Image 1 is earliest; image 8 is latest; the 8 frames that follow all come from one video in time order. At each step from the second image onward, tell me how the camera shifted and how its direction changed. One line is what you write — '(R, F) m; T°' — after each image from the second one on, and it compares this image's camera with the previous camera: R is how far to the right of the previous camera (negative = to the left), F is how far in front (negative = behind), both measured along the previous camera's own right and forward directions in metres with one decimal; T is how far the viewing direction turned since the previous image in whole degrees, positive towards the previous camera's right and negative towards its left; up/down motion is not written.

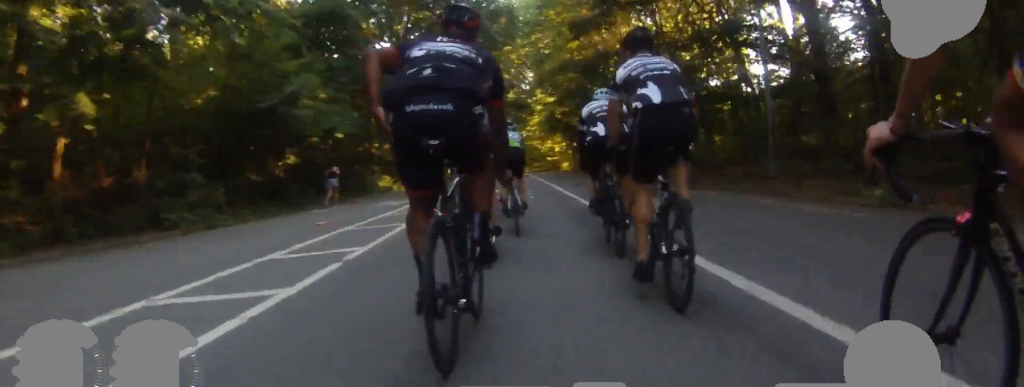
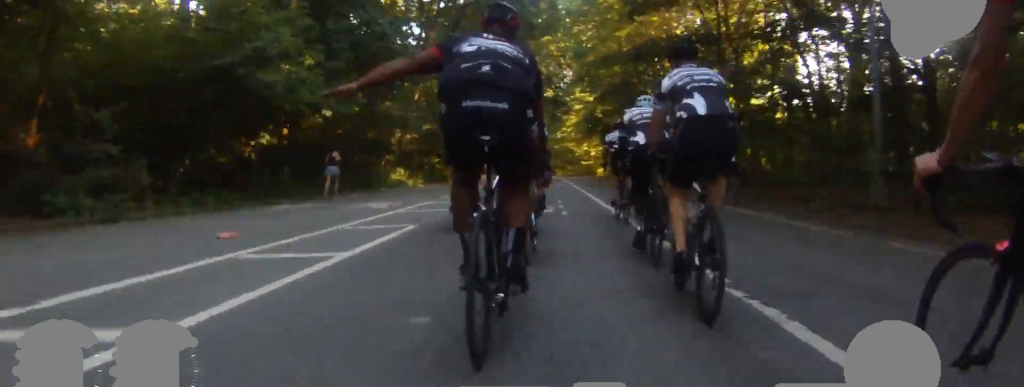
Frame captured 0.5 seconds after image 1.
(+0.1, +4.3) m; 0°
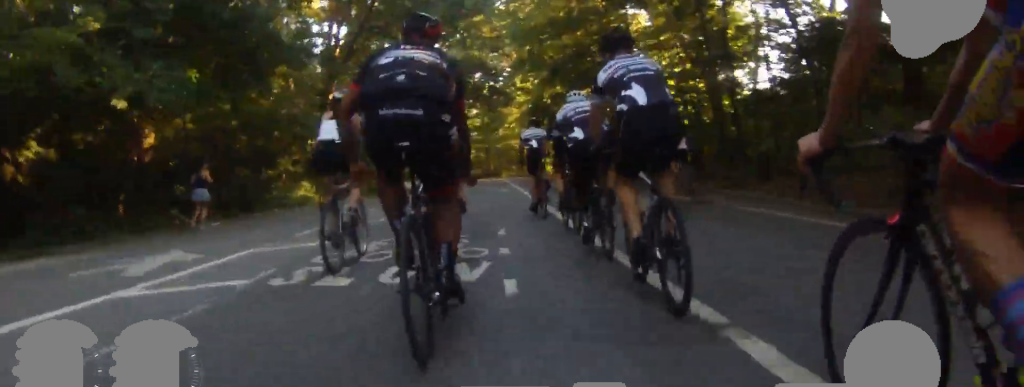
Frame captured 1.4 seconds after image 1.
(0.0, +6.7) m; 0°
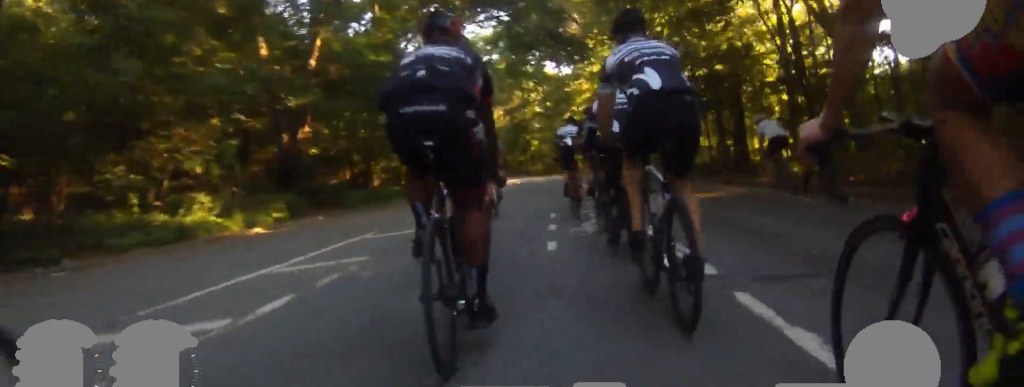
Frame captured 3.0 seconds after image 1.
(0.0, +13.2) m; 0°
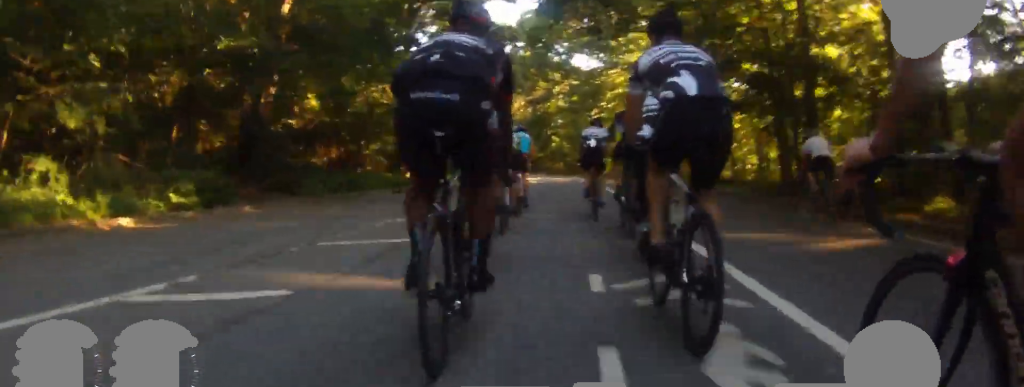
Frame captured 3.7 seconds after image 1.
(0.0, +5.6) m; 0°
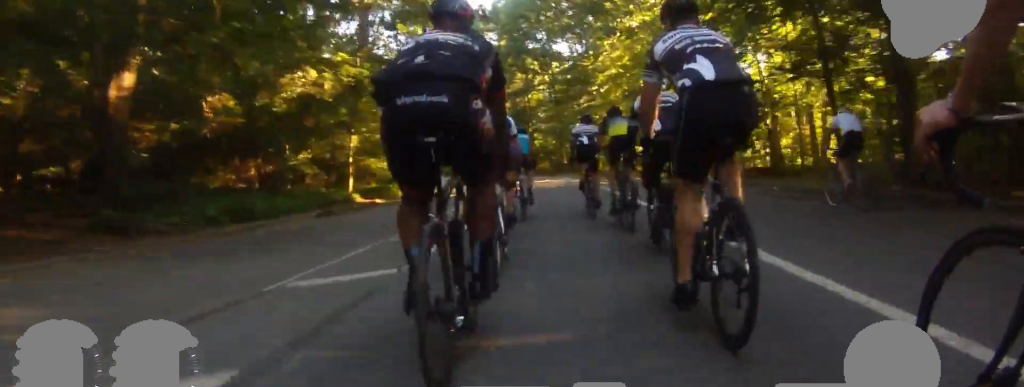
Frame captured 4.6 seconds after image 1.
(0.0, +7.1) m; -3°
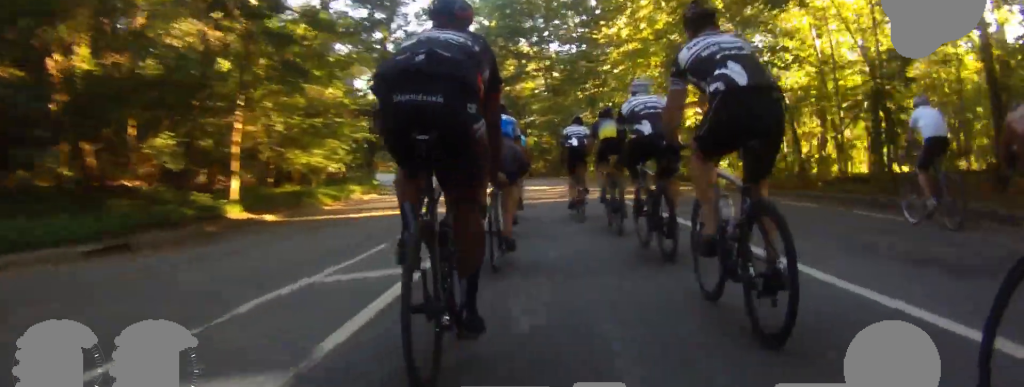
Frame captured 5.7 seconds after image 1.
(-0.4, +8.9) m; -4°
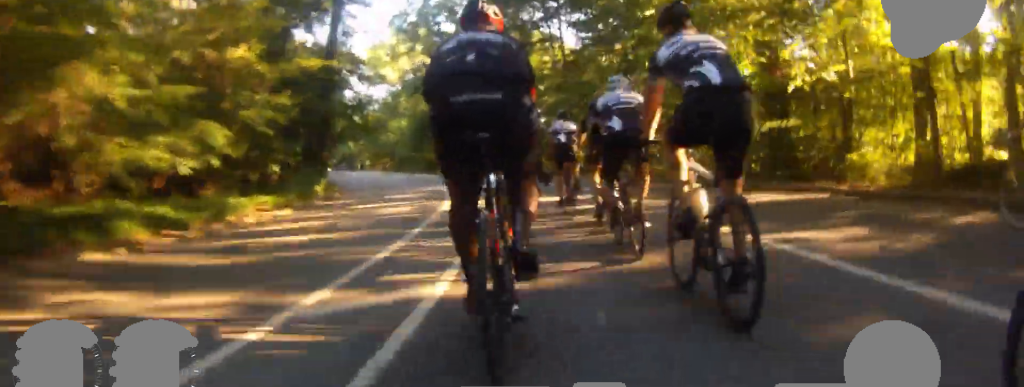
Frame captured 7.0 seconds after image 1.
(-0.2, +10.3) m; -1°
